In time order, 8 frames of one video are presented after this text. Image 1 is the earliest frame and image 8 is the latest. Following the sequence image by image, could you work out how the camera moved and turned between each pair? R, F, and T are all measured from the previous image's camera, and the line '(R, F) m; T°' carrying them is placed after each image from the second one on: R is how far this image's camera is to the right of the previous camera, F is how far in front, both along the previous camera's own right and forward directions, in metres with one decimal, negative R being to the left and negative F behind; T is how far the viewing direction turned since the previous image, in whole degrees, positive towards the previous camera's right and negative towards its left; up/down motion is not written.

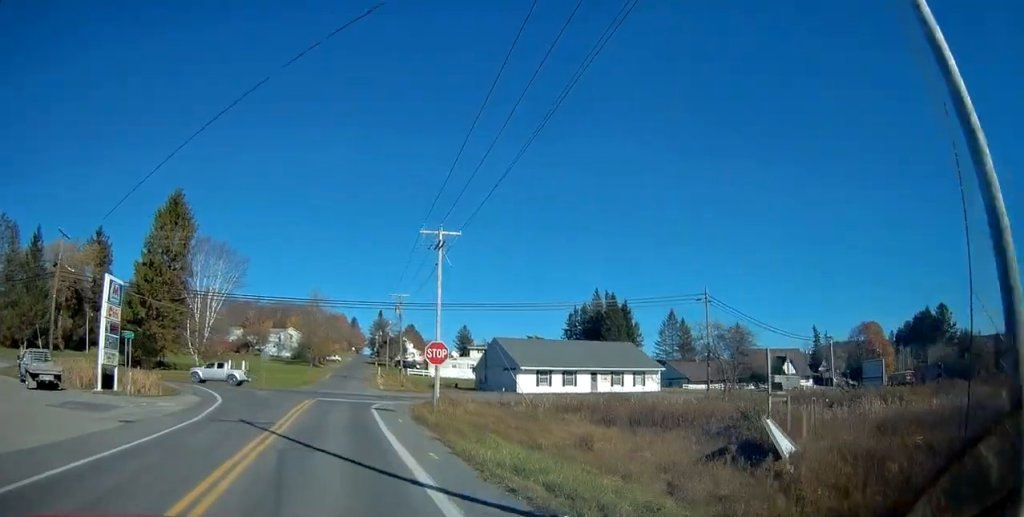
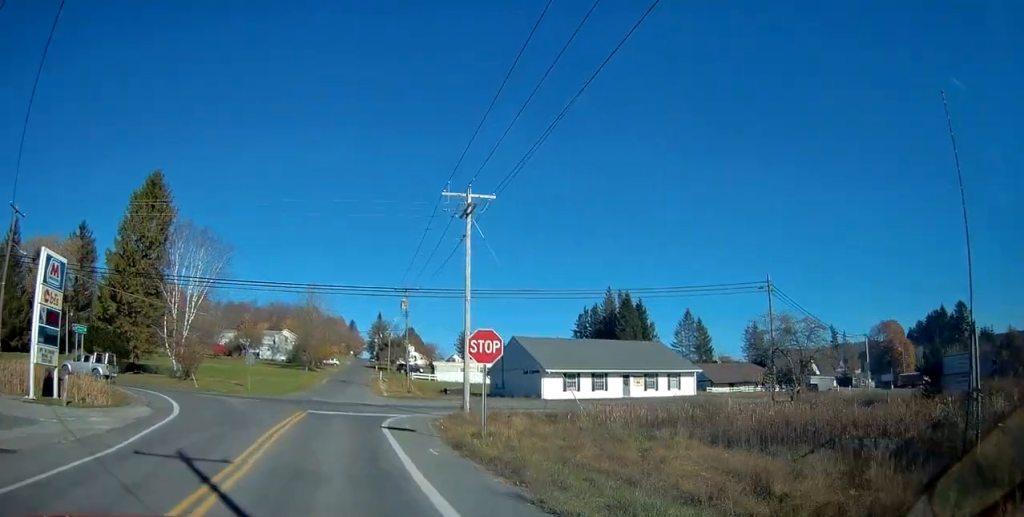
(0.0, +7.8) m; +2°
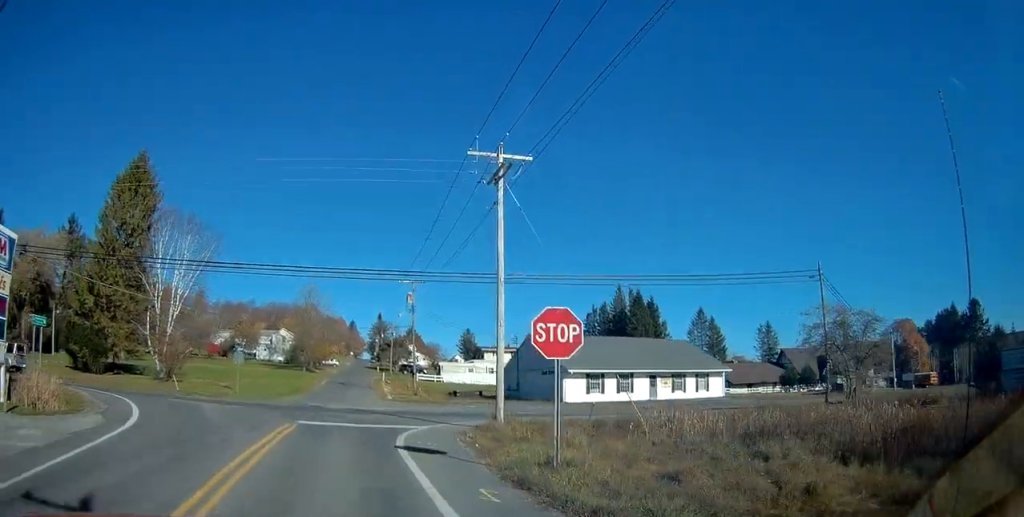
(+0.3, +5.0) m; 0°
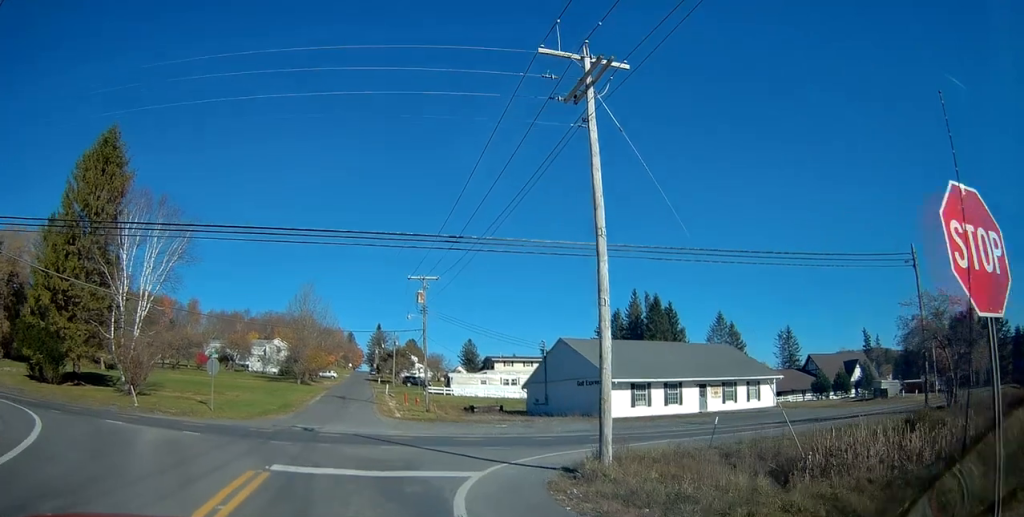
(-0.2, +8.2) m; 0°
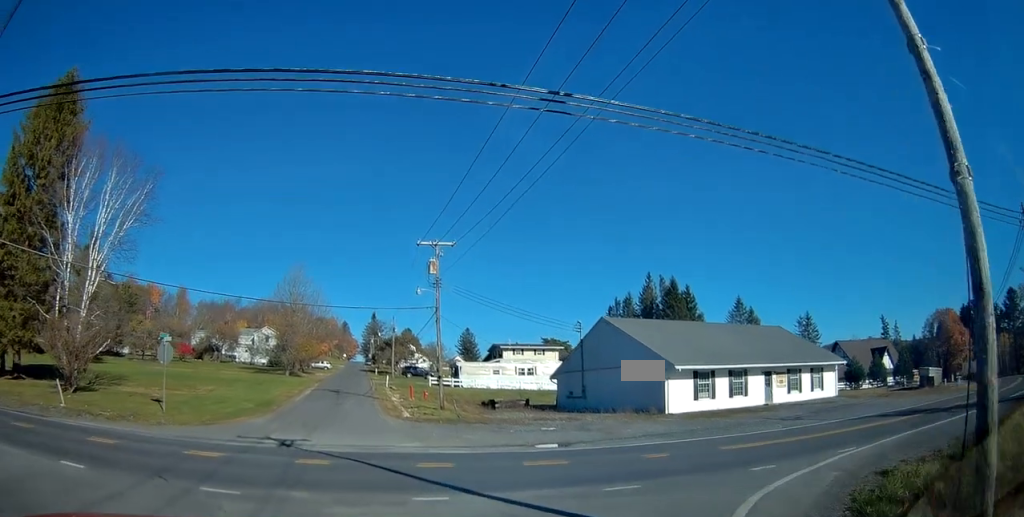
(+0.4, +8.5) m; +5°
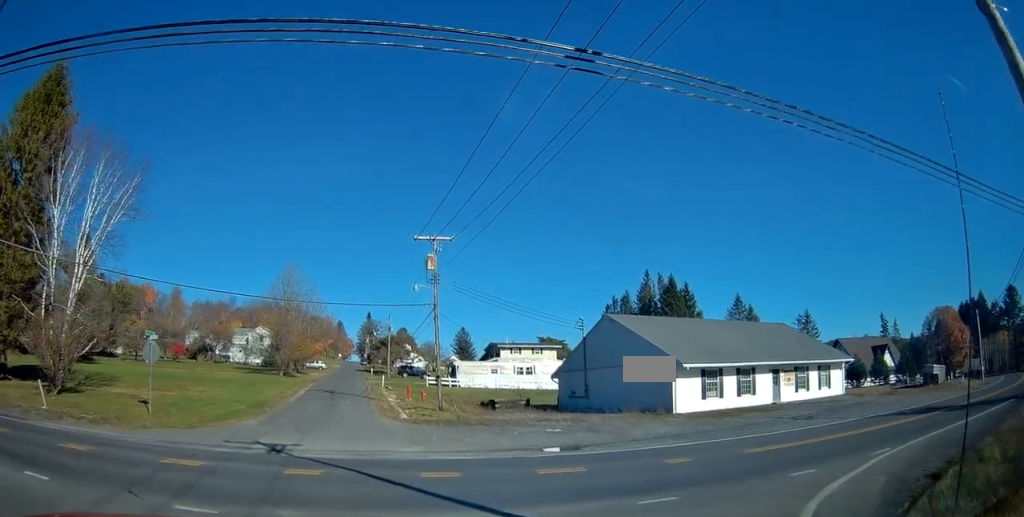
(0.0, +1.5) m; +1°
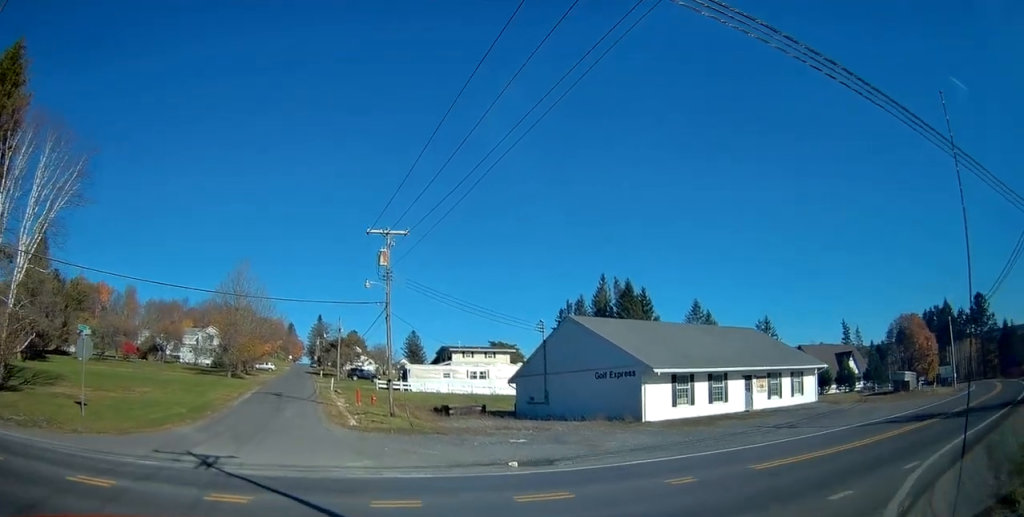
(+0.1, +2.3) m; +18°
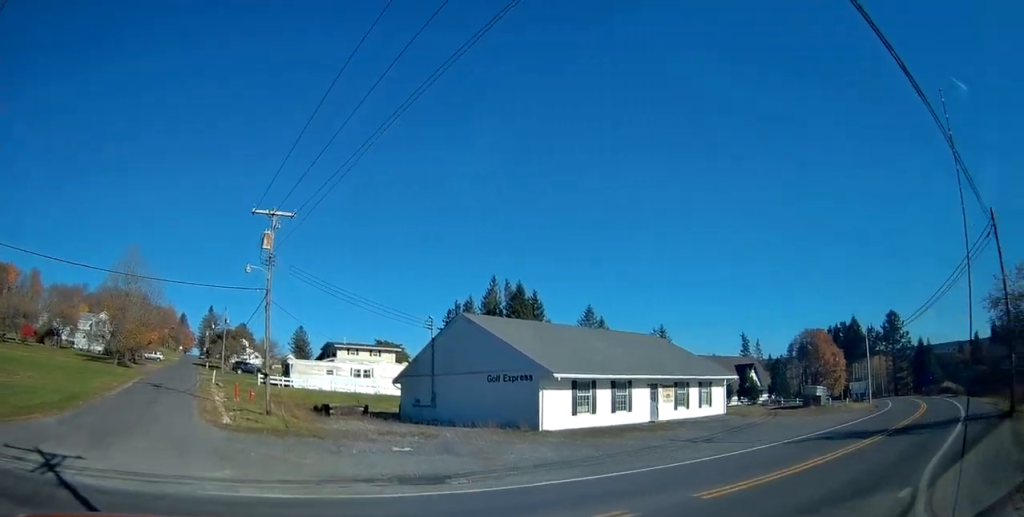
(+0.4, +2.2) m; +16°
